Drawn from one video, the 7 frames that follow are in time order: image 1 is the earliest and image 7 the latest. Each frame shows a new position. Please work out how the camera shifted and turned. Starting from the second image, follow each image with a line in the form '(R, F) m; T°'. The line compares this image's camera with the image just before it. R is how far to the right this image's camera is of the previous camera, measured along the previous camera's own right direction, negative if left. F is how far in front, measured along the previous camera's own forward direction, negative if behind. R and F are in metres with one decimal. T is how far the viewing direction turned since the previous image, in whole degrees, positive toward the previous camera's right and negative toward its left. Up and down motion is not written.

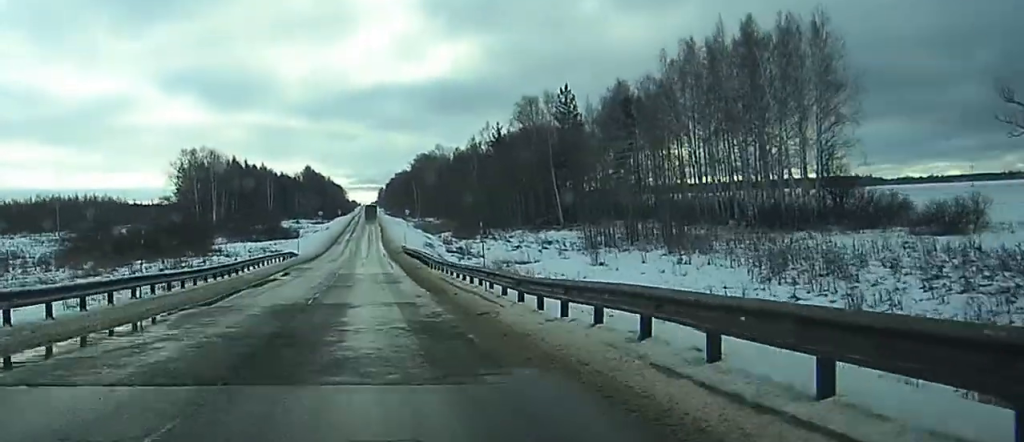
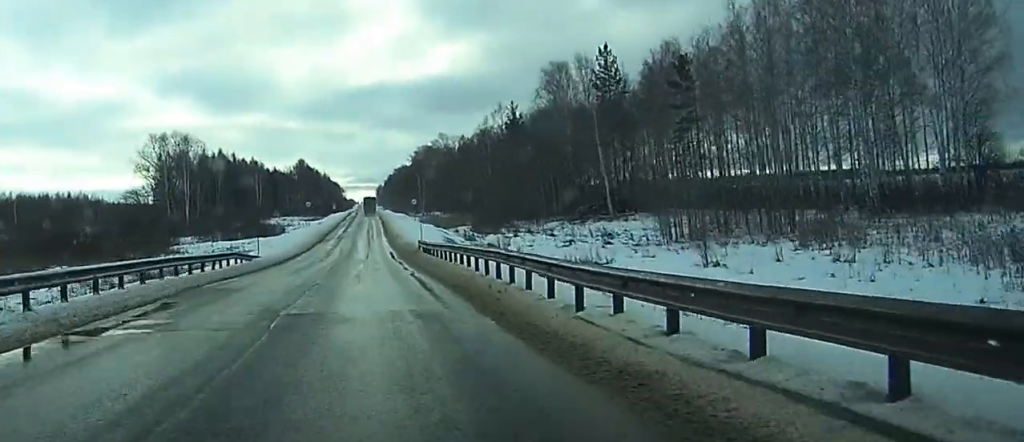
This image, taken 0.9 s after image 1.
(0.0, +30.6) m; +1°
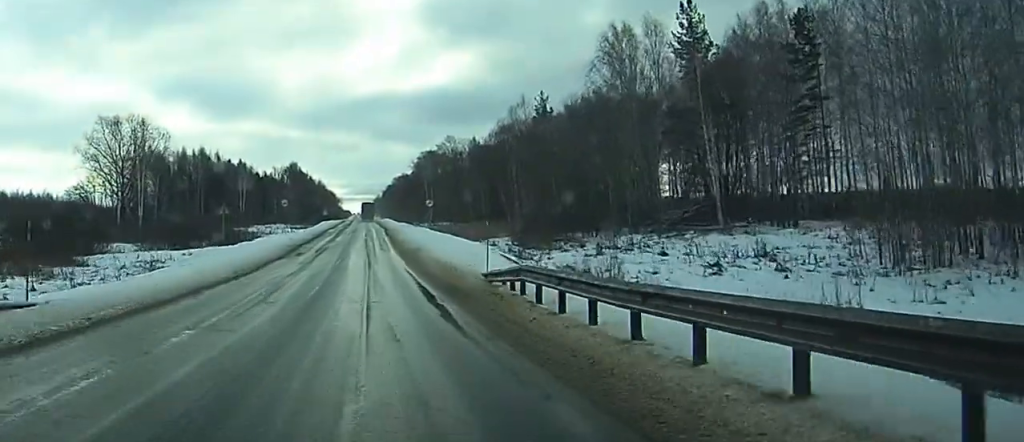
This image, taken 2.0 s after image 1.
(+0.3, +37.4) m; 0°
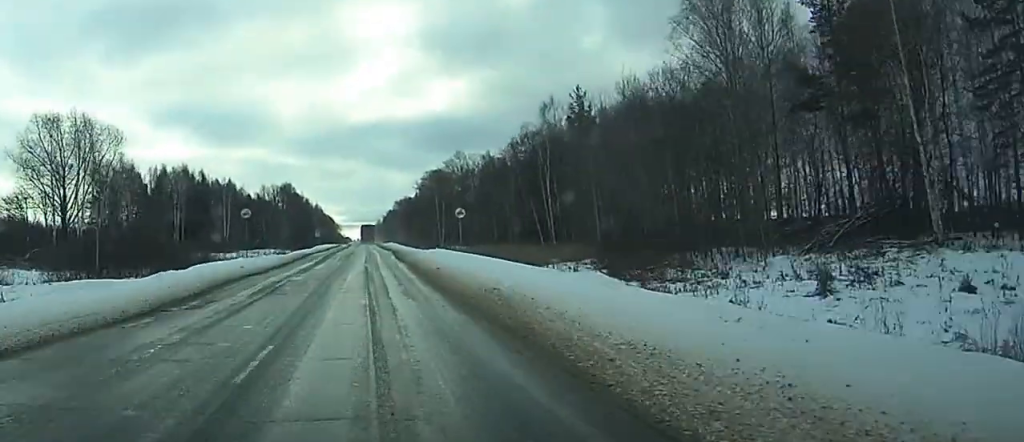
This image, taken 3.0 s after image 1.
(-0.3, +31.0) m; -1°
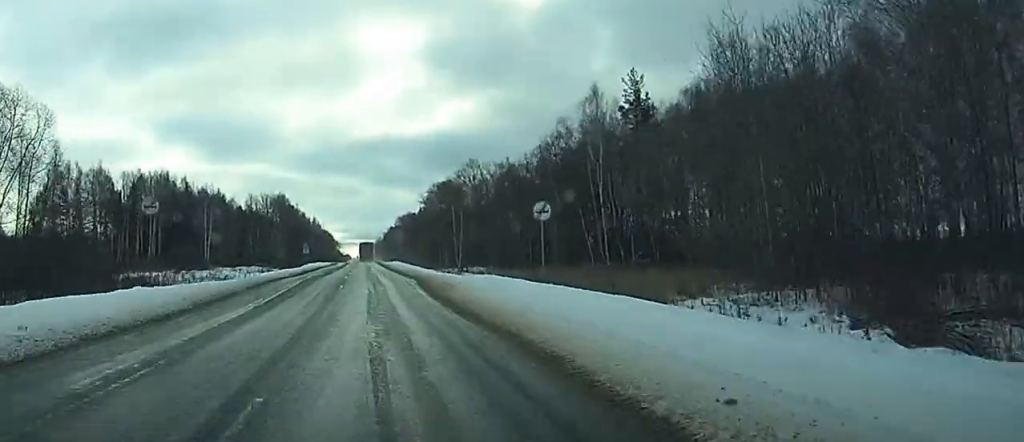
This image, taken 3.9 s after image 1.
(-0.1, +28.3) m; 0°
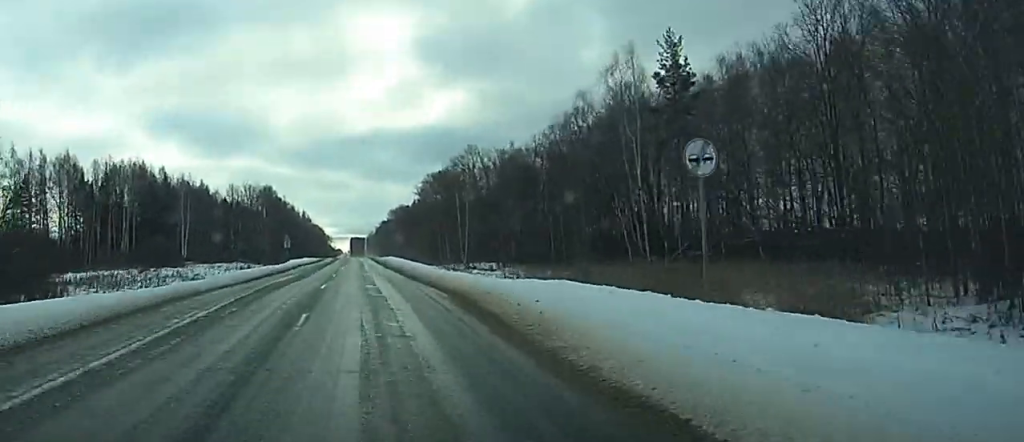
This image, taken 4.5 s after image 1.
(+0.1, +16.6) m; 0°
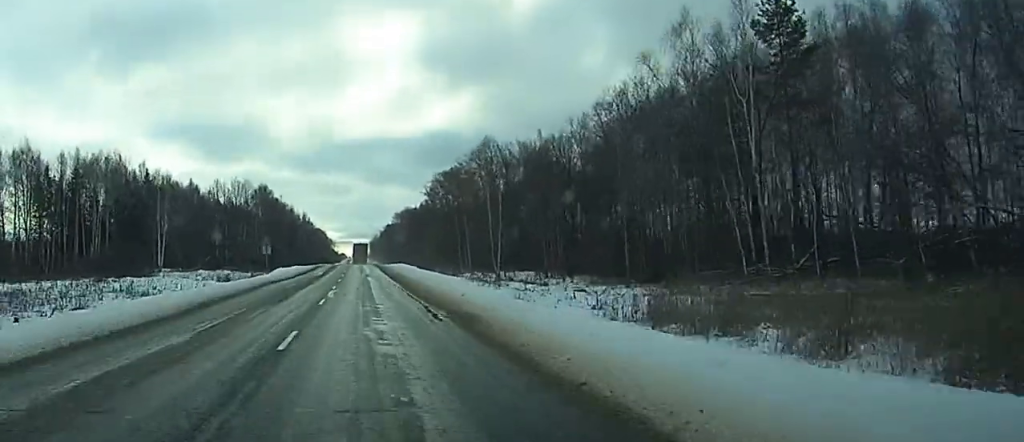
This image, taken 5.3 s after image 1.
(0.0, +23.7) m; 0°
